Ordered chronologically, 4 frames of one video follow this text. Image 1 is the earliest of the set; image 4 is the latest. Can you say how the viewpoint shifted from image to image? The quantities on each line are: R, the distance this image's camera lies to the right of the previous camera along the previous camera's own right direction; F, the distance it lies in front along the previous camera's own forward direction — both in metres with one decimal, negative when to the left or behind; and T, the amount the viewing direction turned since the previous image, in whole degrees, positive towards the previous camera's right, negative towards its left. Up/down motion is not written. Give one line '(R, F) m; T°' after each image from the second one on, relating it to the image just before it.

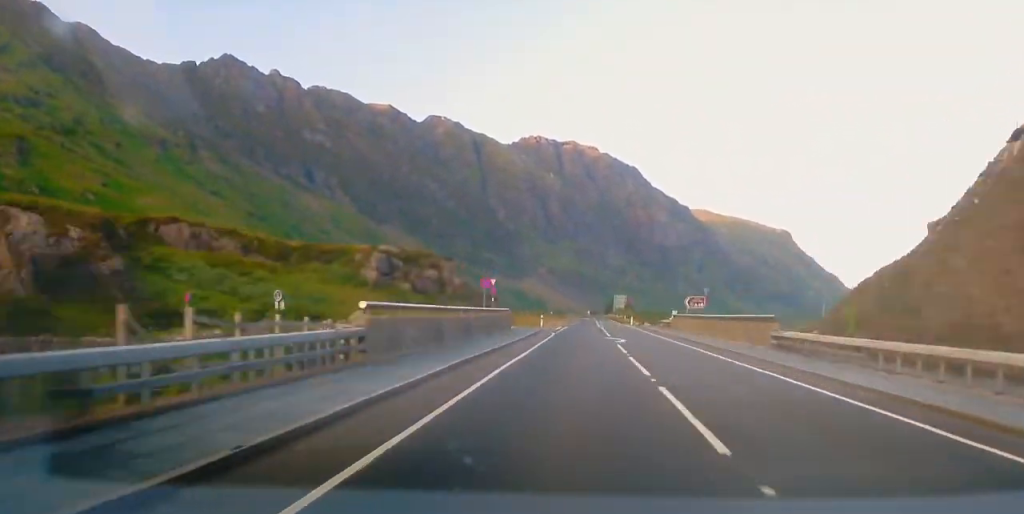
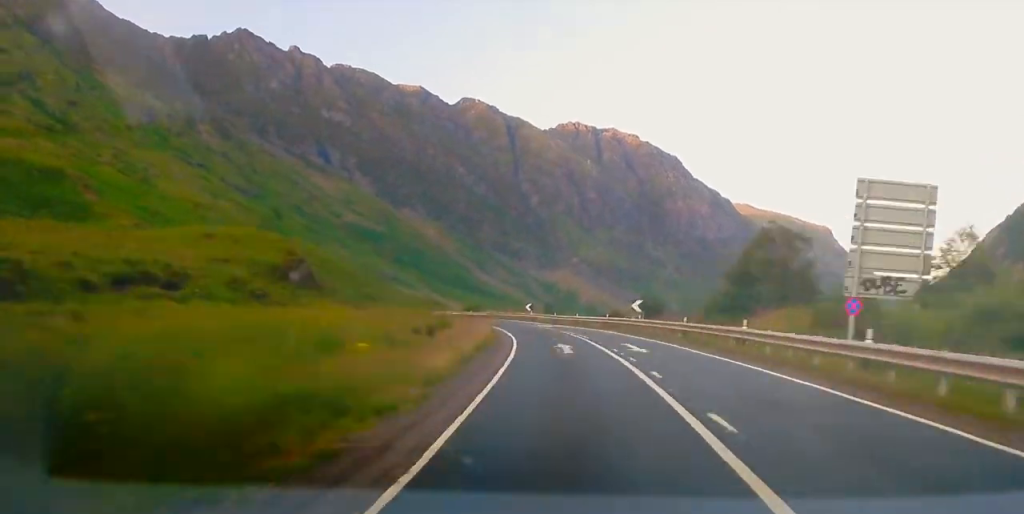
(-3.1, +146.5) m; -9°
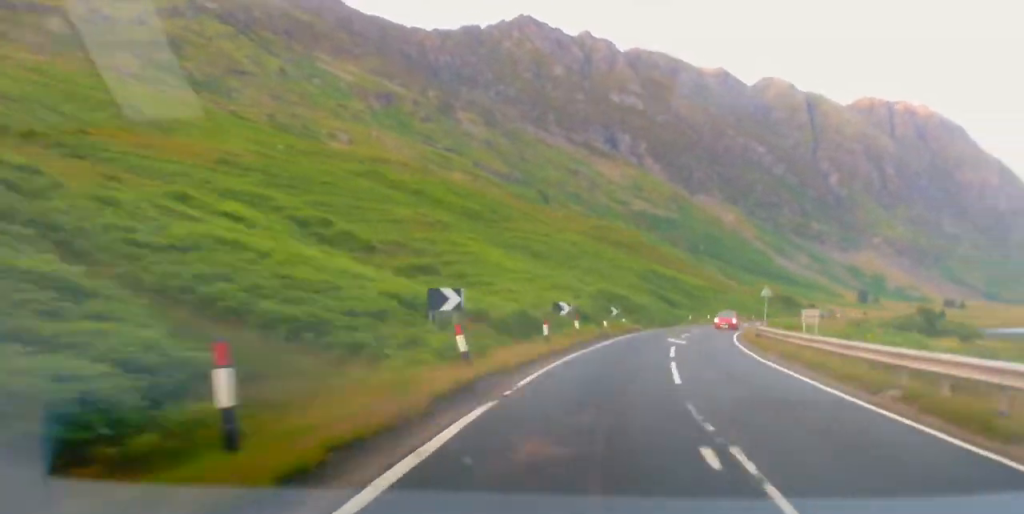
(-16.5, +196.1) m; +3°
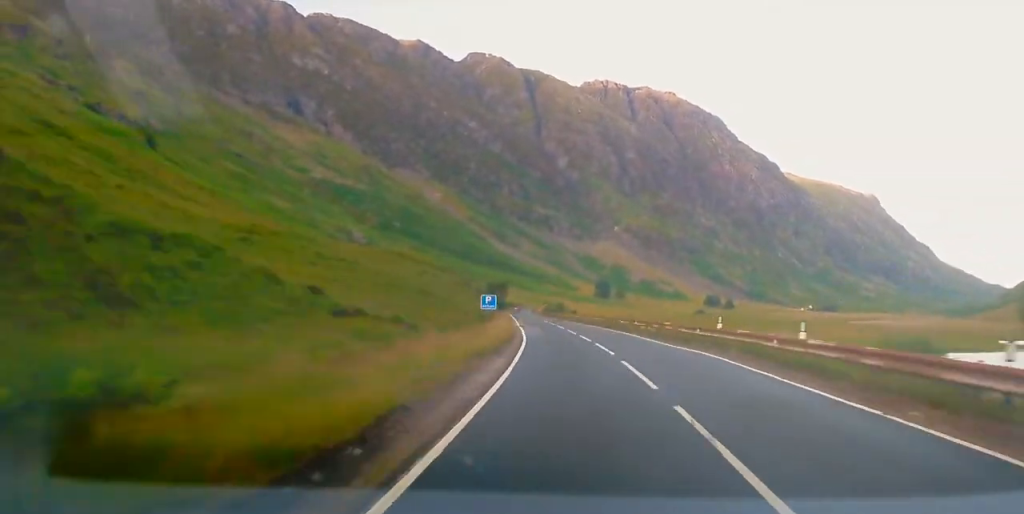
(+22.2, +209.0) m; +4°
